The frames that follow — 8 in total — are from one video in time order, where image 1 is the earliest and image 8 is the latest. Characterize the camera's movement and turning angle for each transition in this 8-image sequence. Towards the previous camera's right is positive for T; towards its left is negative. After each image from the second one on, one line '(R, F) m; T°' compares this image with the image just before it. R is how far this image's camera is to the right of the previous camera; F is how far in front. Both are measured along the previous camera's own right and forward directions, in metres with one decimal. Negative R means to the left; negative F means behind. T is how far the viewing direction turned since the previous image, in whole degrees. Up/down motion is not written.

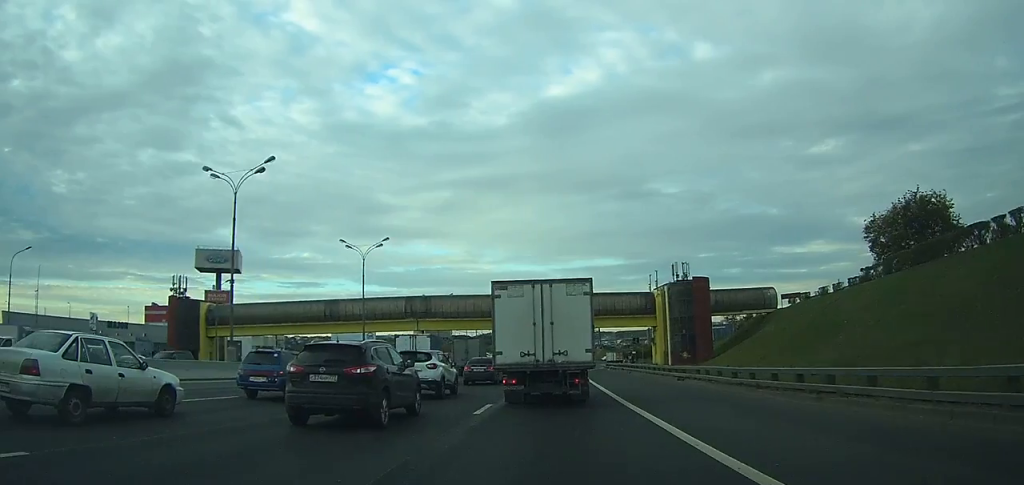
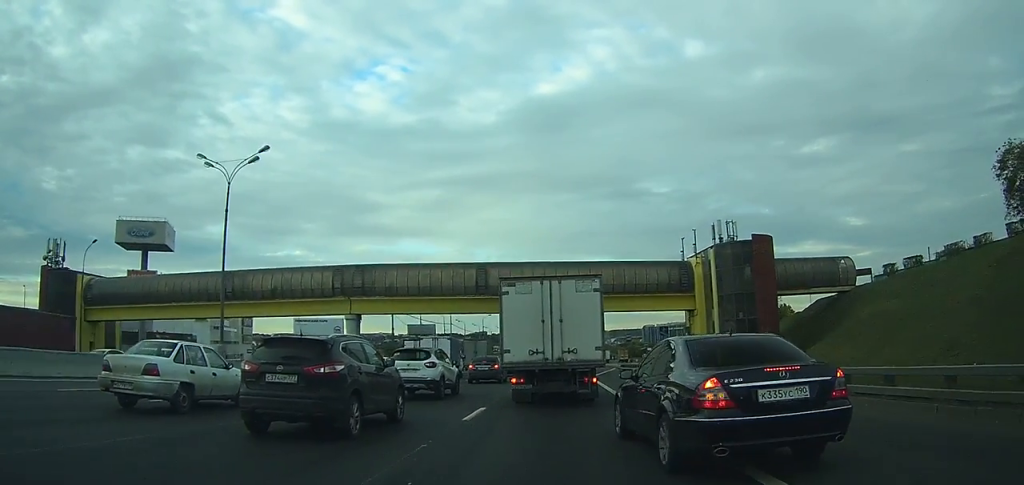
(-0.3, +26.2) m; -2°
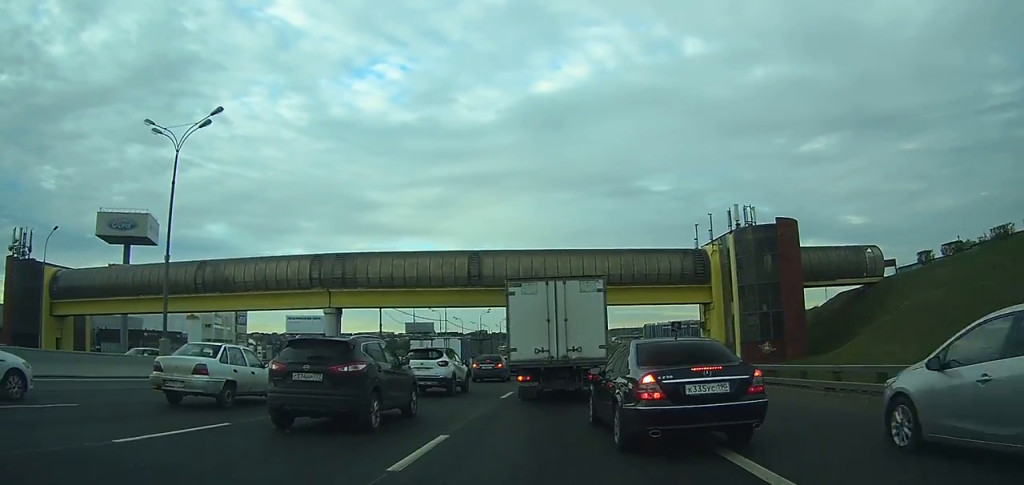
(0.0, +6.1) m; 0°
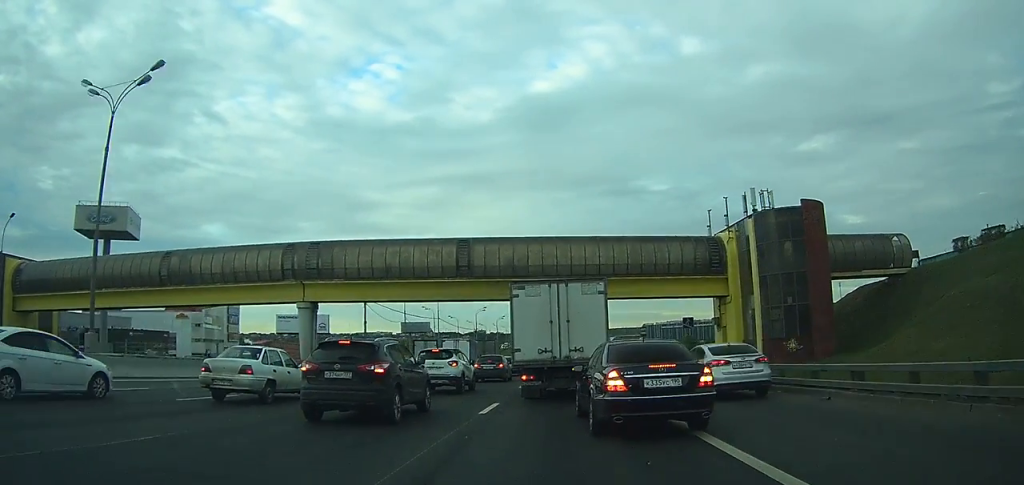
(-0.1, +5.5) m; 0°
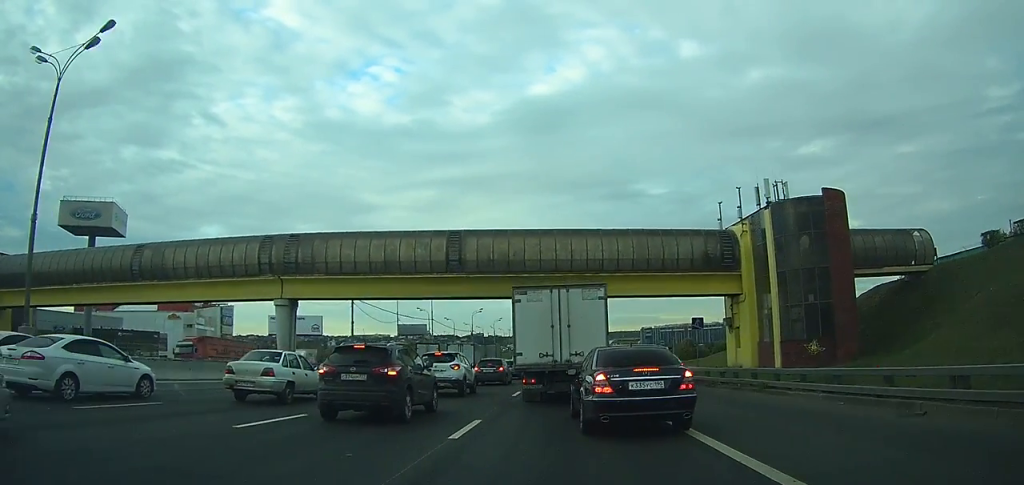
(0.0, +3.8) m; 0°
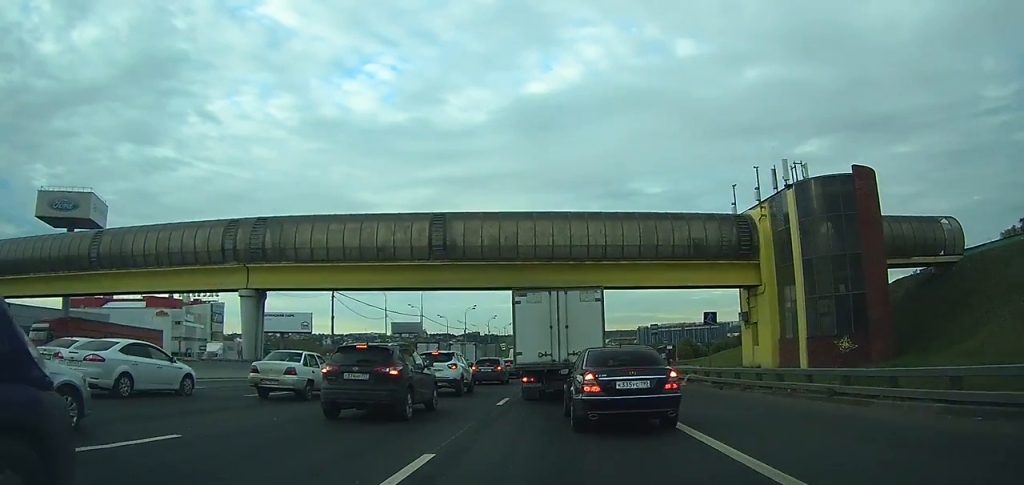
(+0.1, +4.4) m; +1°
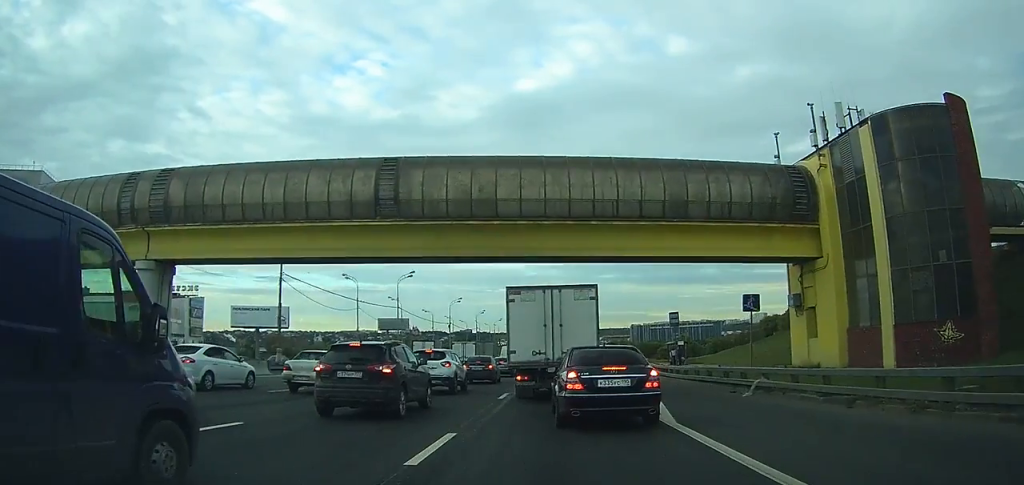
(+0.1, +9.4) m; +2°
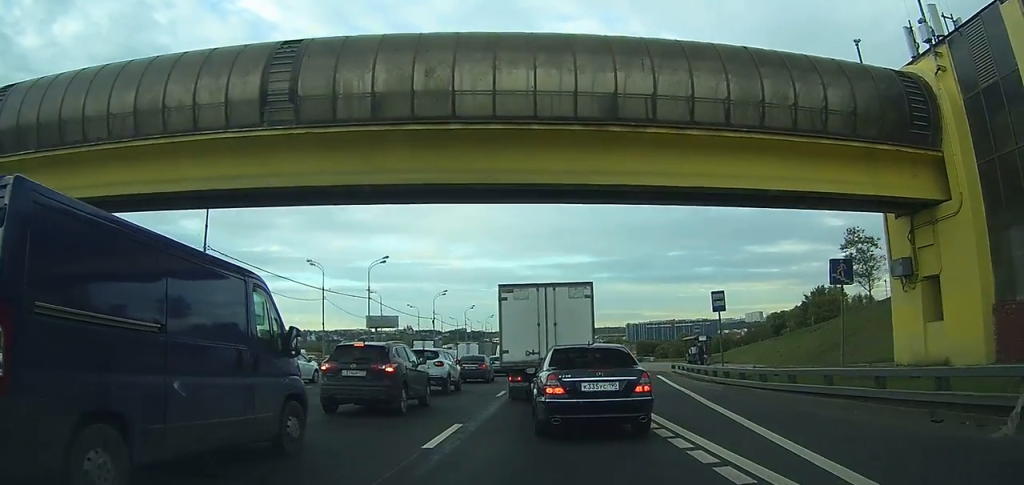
(+0.3, +10.8) m; +1°
